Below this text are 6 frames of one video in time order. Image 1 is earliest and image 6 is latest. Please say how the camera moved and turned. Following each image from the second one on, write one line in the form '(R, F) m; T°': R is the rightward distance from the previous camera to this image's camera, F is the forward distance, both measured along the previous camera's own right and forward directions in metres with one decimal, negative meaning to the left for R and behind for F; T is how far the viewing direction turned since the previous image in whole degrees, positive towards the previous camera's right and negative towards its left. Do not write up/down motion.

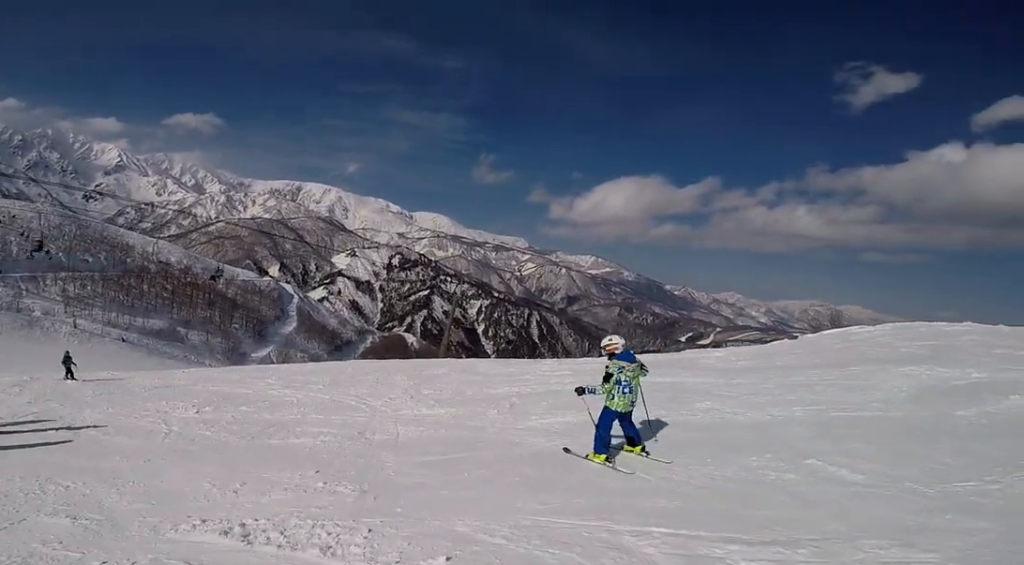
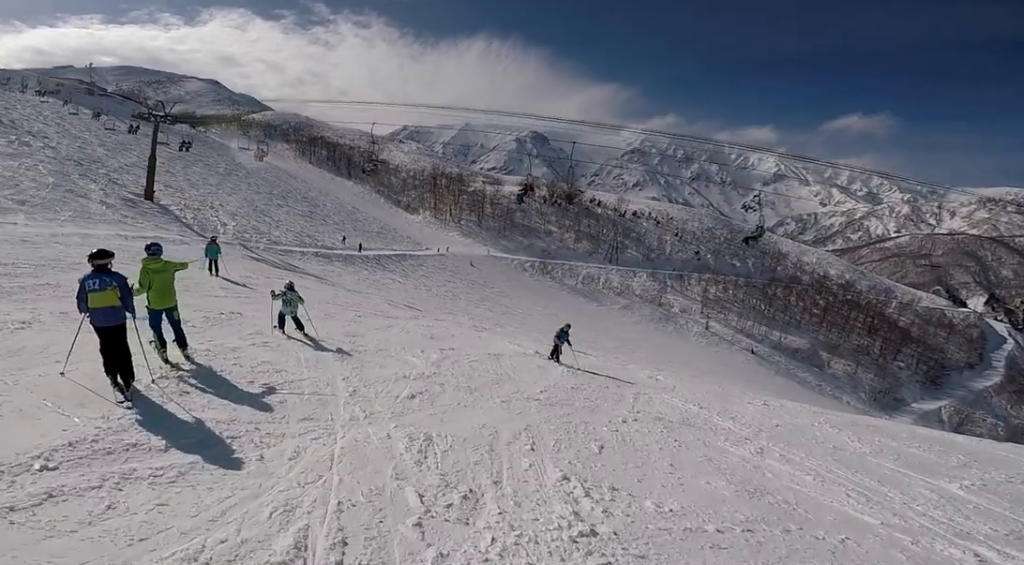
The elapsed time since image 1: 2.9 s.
(-6.4, +7.6) m; -75°
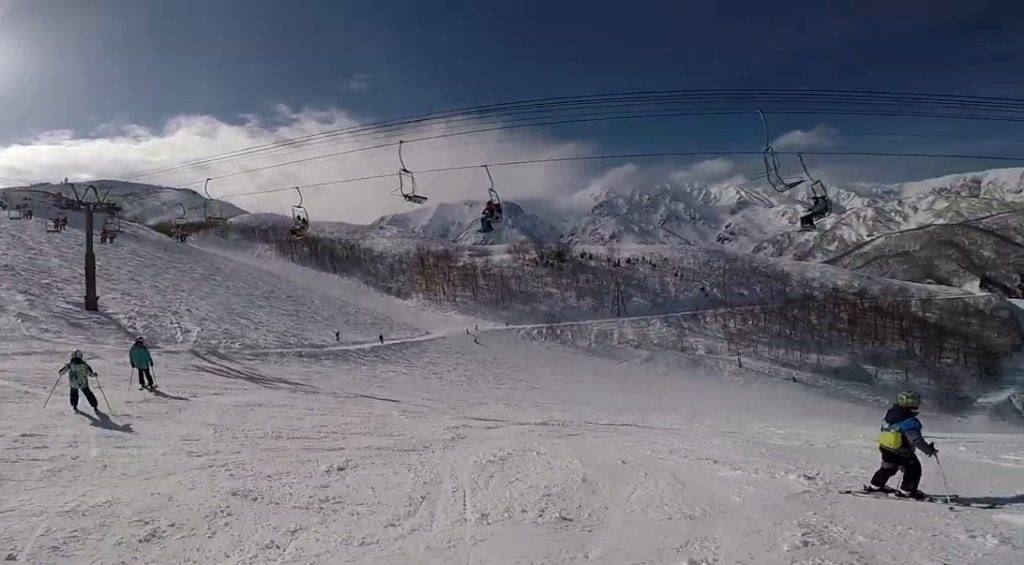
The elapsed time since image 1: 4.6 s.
(-1.4, +7.4) m; -31°
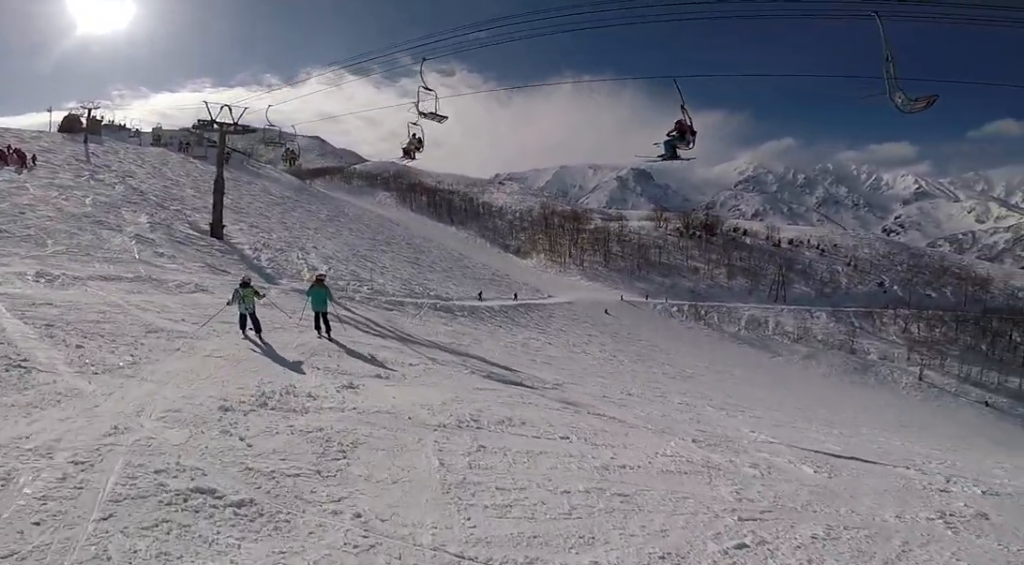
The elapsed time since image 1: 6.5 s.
(-0.9, +6.1) m; -8°
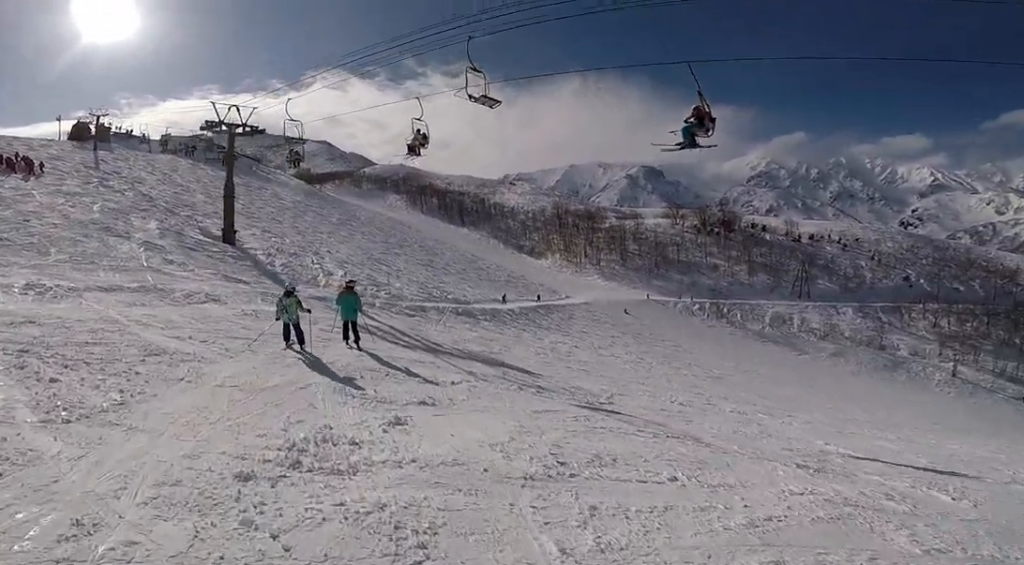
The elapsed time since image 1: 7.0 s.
(-0.5, +1.5) m; -2°
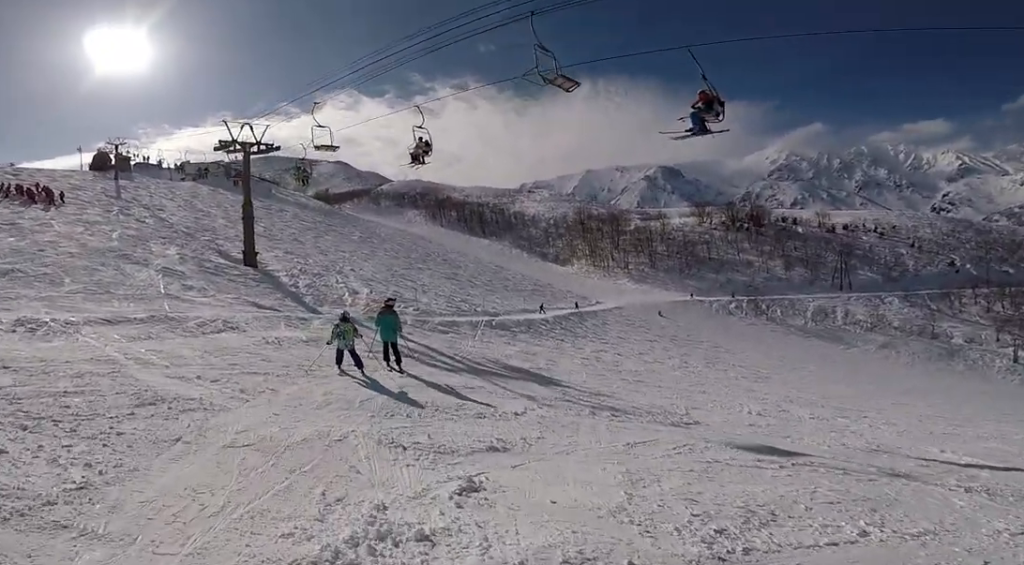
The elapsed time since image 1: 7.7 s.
(-0.3, +1.7) m; +5°
